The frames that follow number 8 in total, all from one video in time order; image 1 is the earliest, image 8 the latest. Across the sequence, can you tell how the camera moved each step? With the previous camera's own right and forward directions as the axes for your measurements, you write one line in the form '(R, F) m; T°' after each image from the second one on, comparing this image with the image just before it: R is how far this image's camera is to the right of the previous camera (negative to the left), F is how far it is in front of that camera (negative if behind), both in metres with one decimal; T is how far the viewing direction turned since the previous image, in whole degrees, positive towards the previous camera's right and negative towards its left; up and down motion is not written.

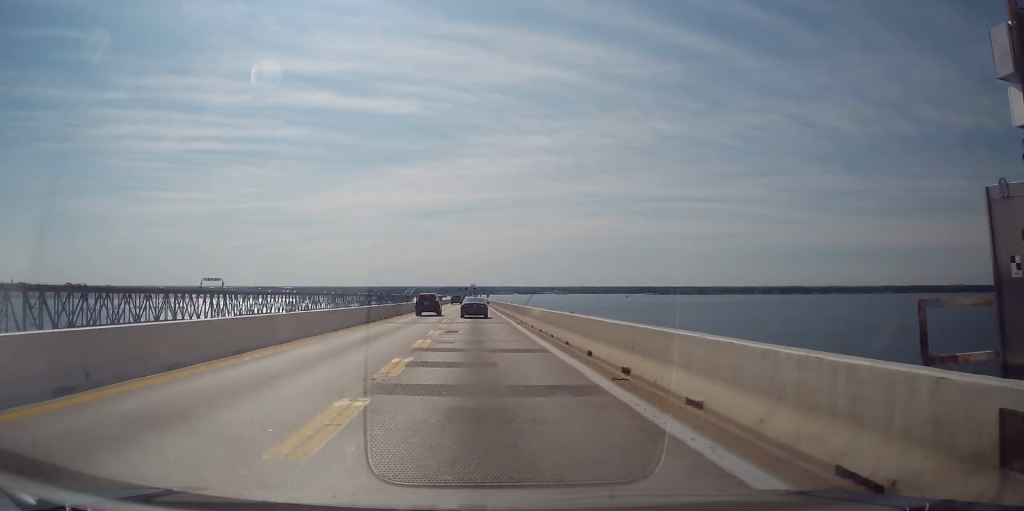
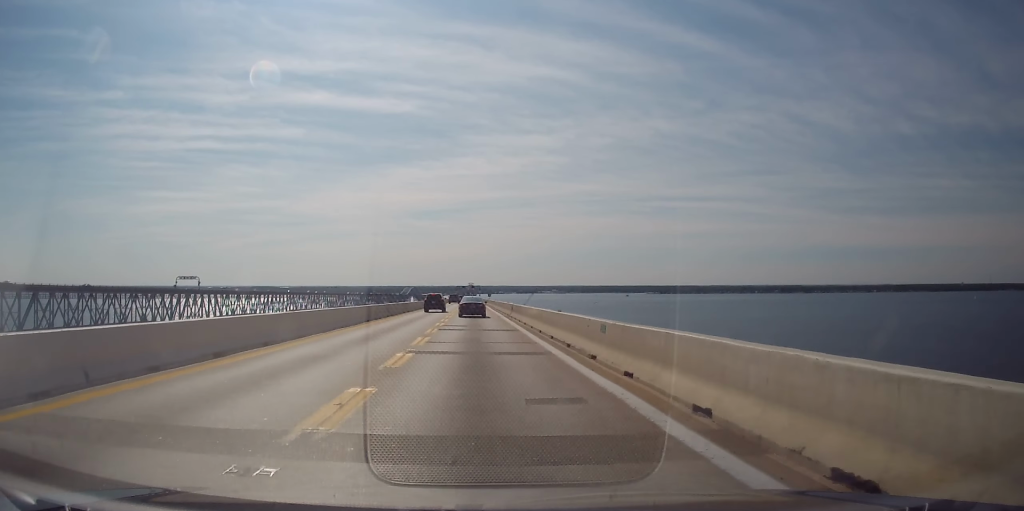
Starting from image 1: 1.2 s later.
(-0.2, +29.6) m; 0°
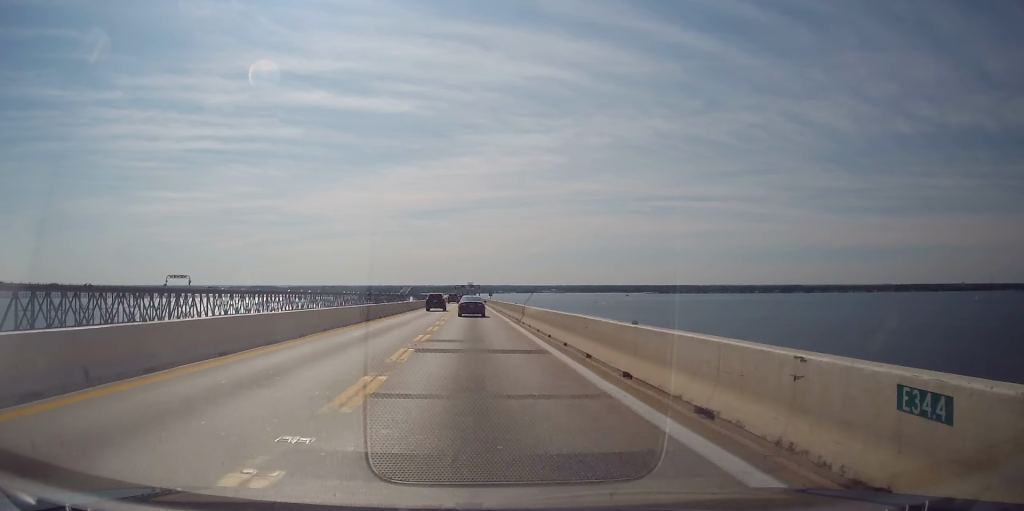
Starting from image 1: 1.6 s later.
(0.0, +10.6) m; 0°
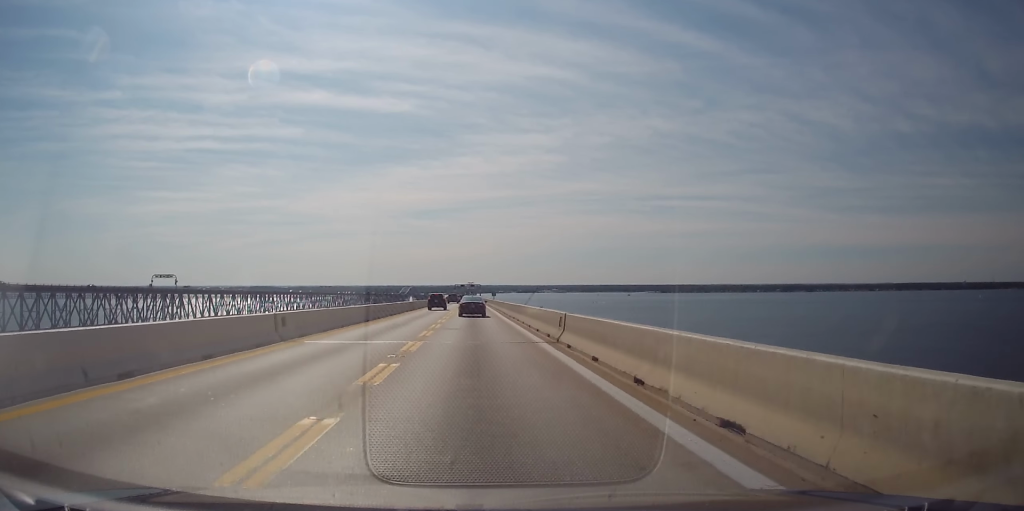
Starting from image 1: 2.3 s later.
(0.0, +15.5) m; 0°
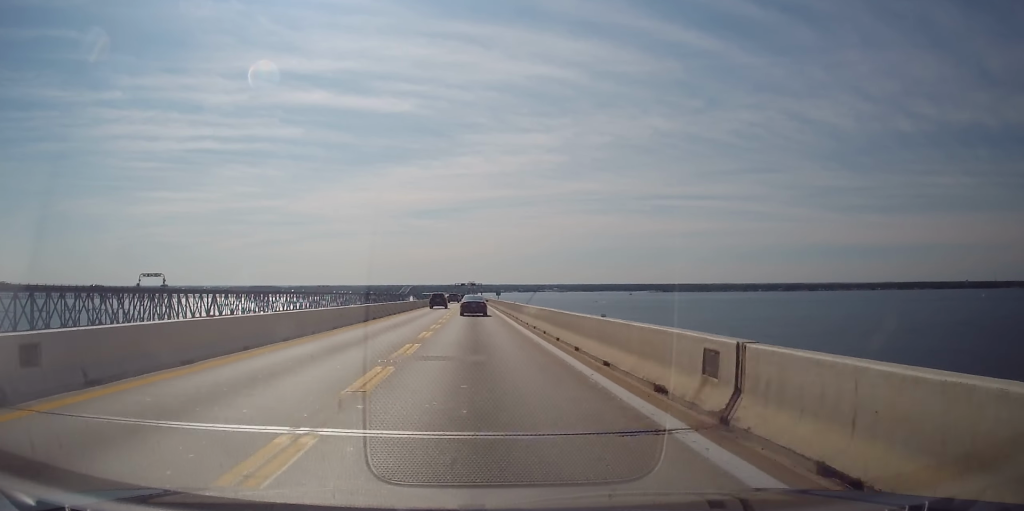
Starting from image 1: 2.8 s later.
(0.0, +13.0) m; 0°
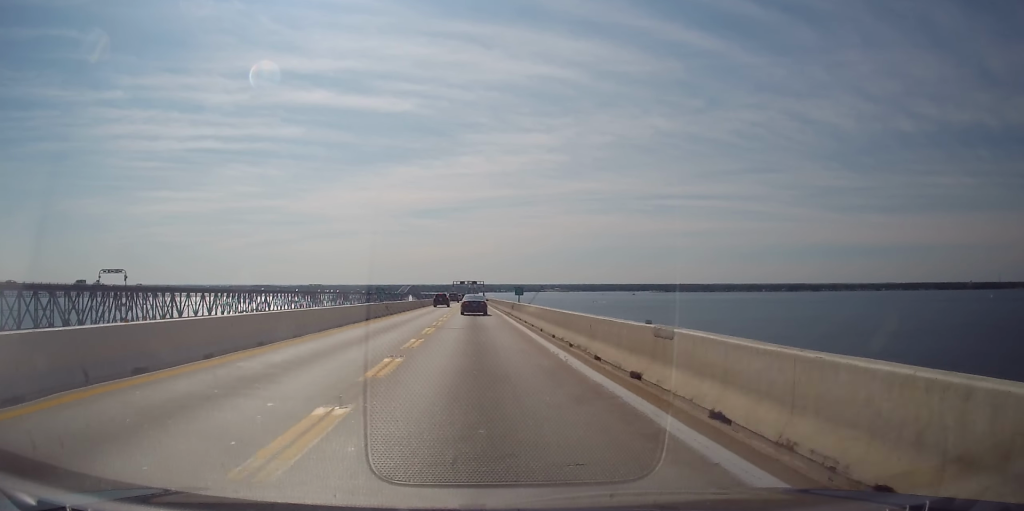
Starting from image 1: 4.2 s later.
(+0.1, +34.7) m; +2°
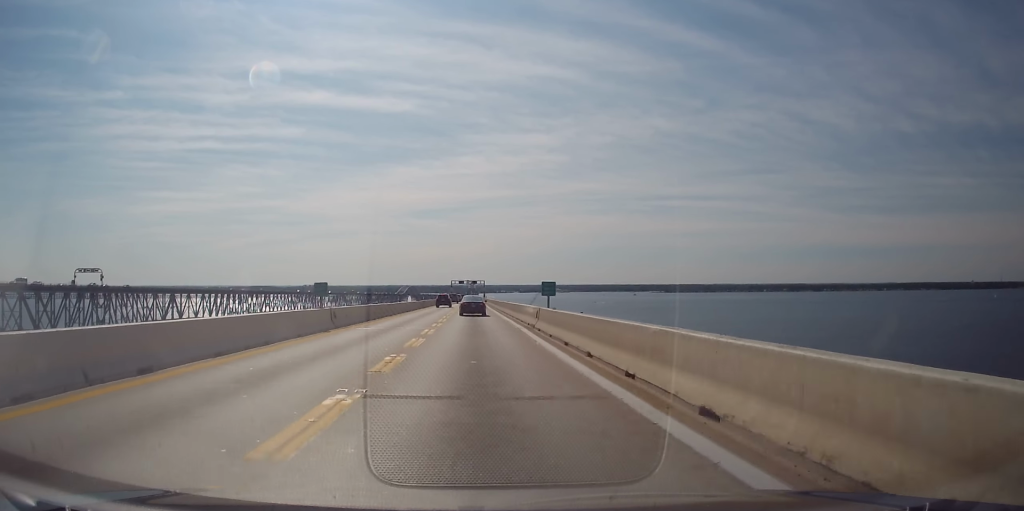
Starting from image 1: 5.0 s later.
(+0.5, +17.6) m; 0°
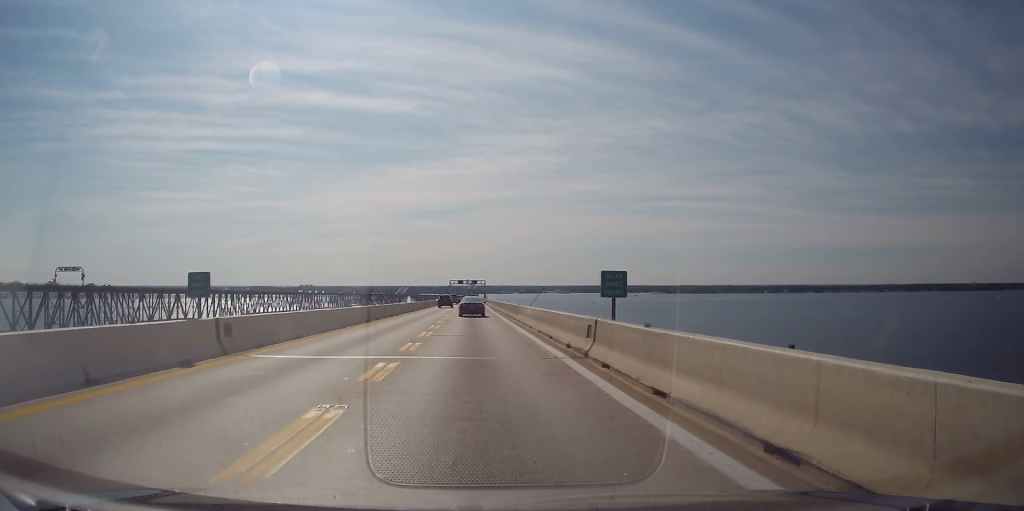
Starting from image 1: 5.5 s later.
(-0.1, +12.8) m; 0°
